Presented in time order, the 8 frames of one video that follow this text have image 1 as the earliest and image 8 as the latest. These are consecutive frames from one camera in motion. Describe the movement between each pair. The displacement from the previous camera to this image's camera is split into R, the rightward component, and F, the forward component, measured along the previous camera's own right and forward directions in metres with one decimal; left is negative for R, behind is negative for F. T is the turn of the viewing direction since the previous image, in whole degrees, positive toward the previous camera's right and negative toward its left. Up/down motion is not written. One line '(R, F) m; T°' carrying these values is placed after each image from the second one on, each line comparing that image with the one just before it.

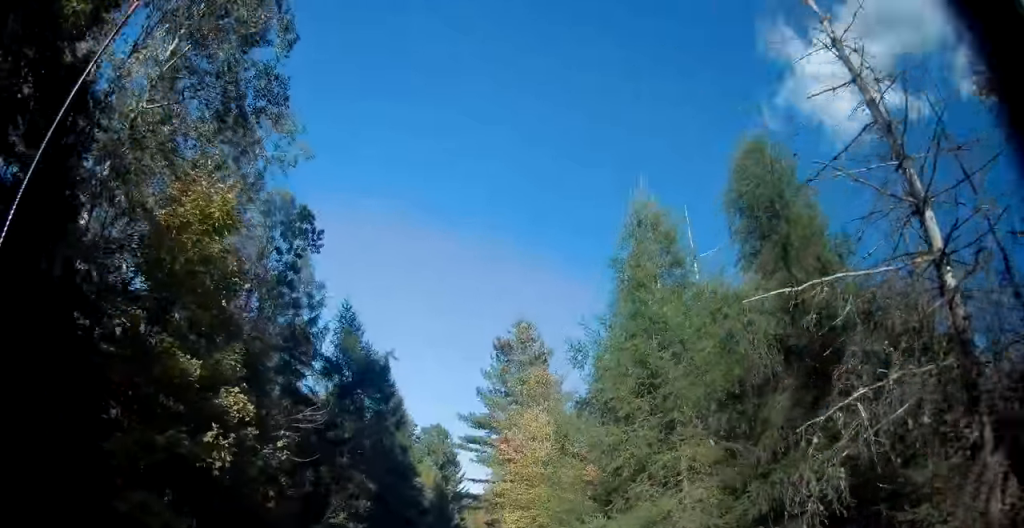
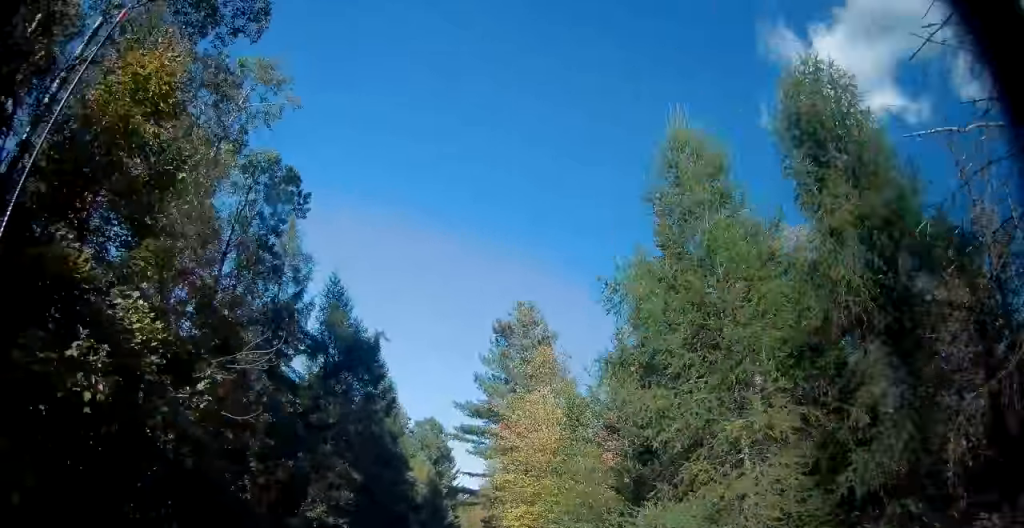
(+0.1, +3.4) m; +1°
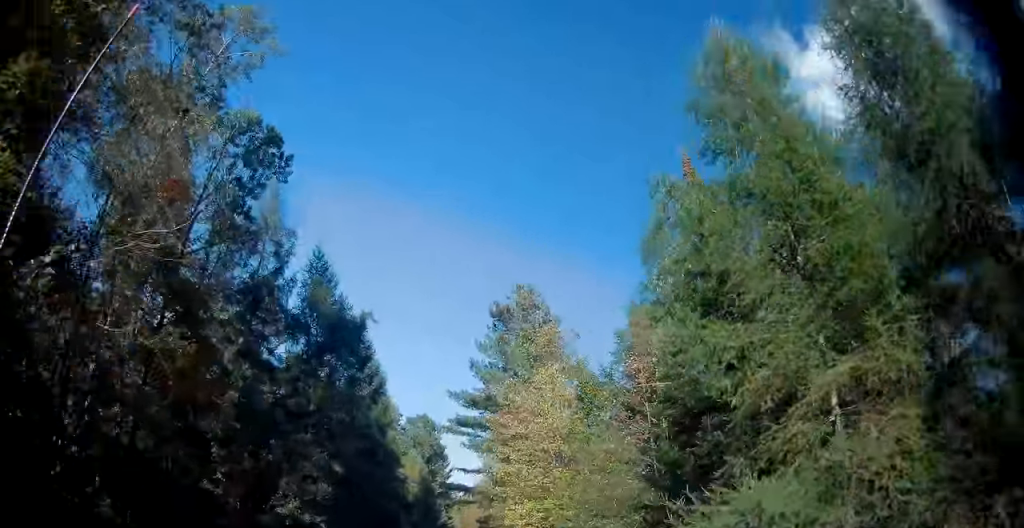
(0.0, +3.2) m; +1°
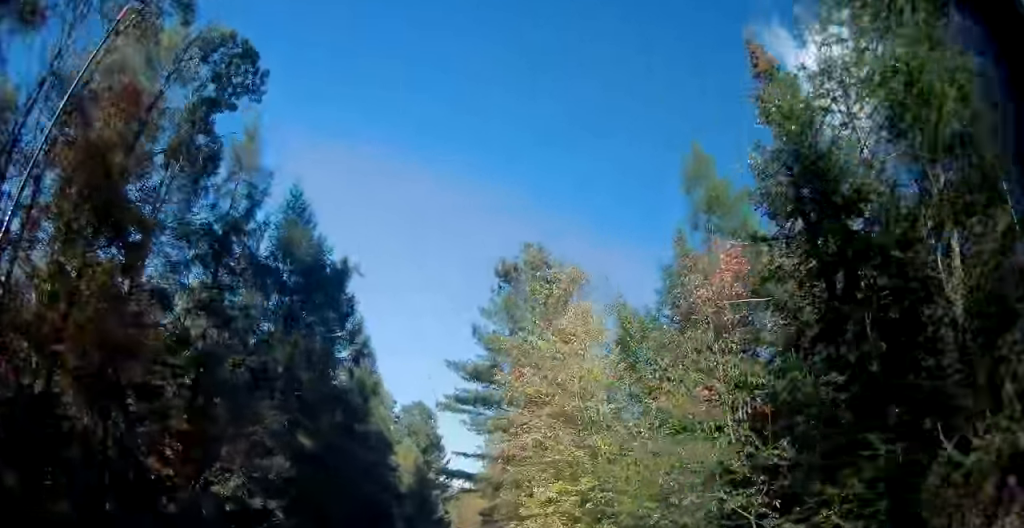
(0.0, +5.6) m; 0°
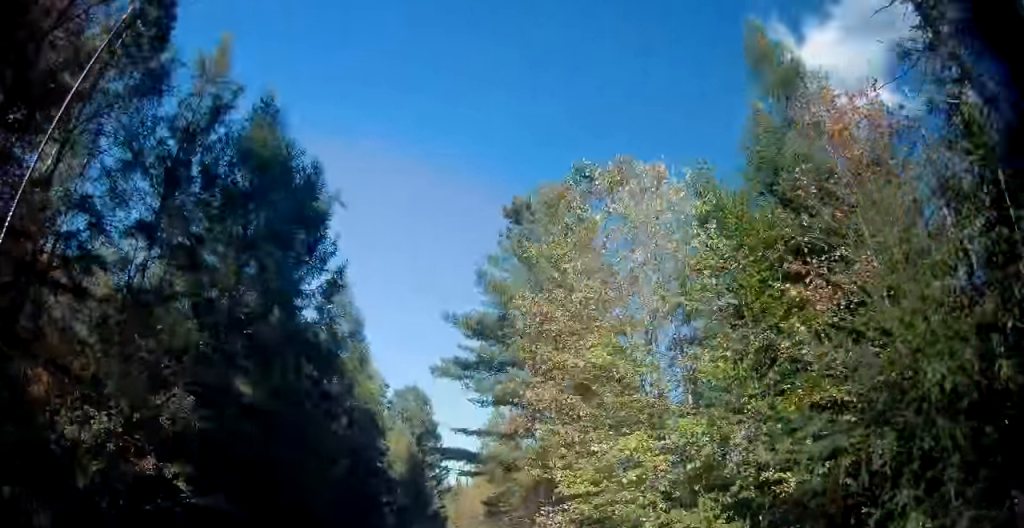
(0.0, +6.2) m; -1°
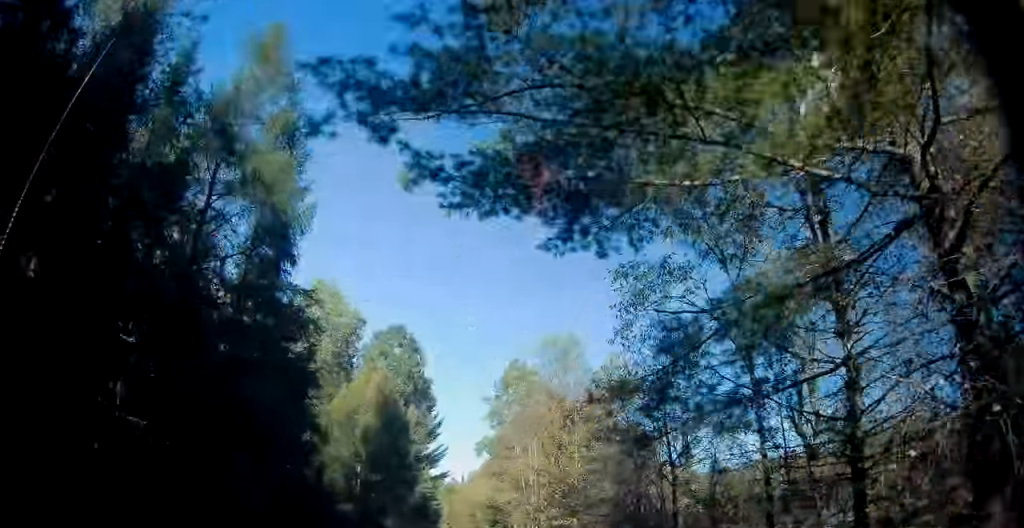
(-0.1, +22.1) m; +1°
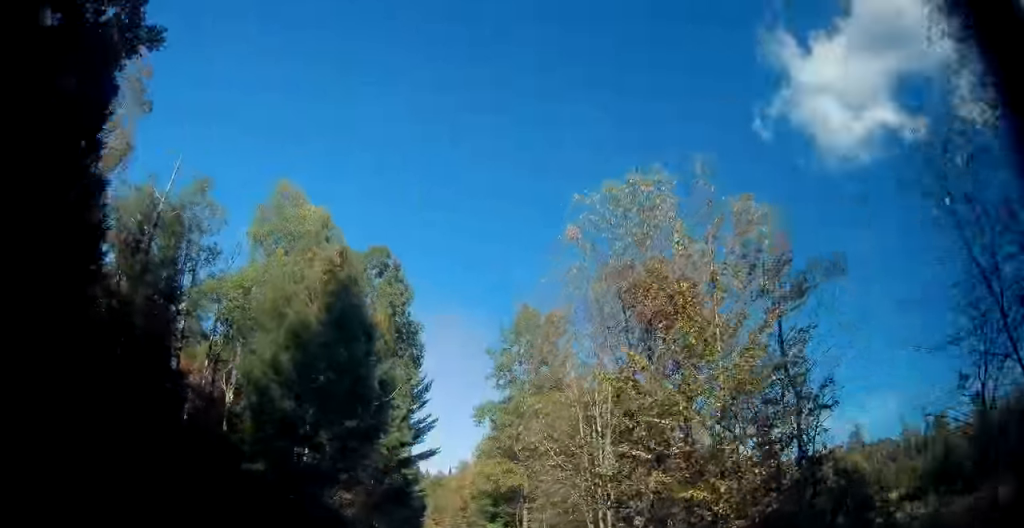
(0.0, +14.2) m; 0°
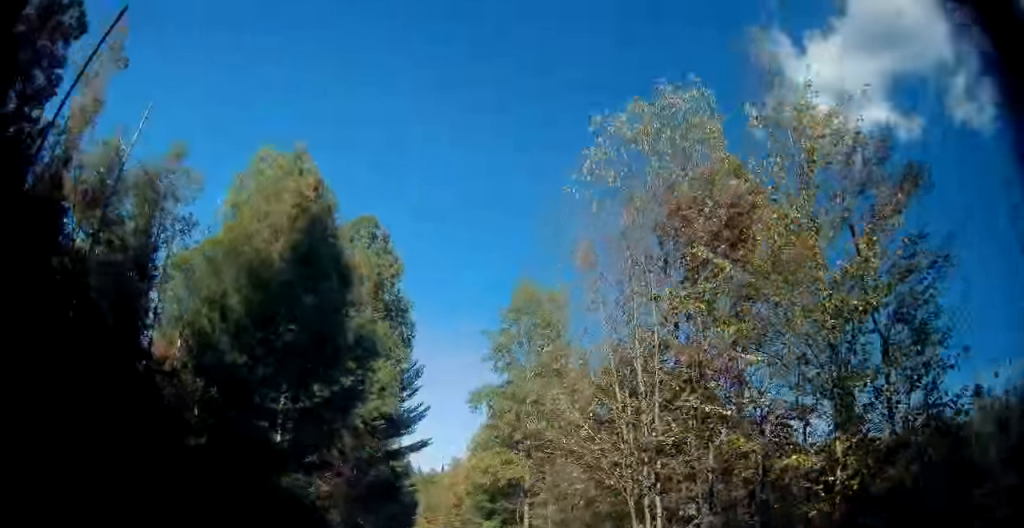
(0.0, +3.9) m; +1°
